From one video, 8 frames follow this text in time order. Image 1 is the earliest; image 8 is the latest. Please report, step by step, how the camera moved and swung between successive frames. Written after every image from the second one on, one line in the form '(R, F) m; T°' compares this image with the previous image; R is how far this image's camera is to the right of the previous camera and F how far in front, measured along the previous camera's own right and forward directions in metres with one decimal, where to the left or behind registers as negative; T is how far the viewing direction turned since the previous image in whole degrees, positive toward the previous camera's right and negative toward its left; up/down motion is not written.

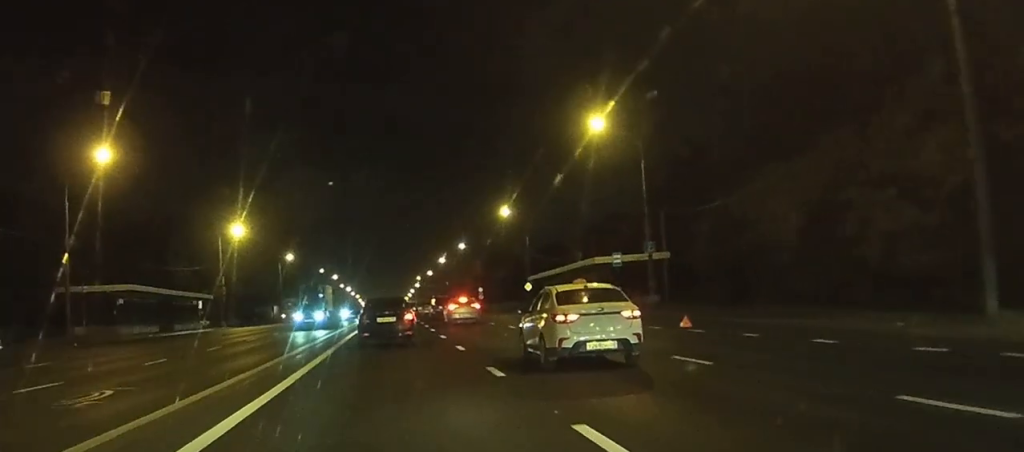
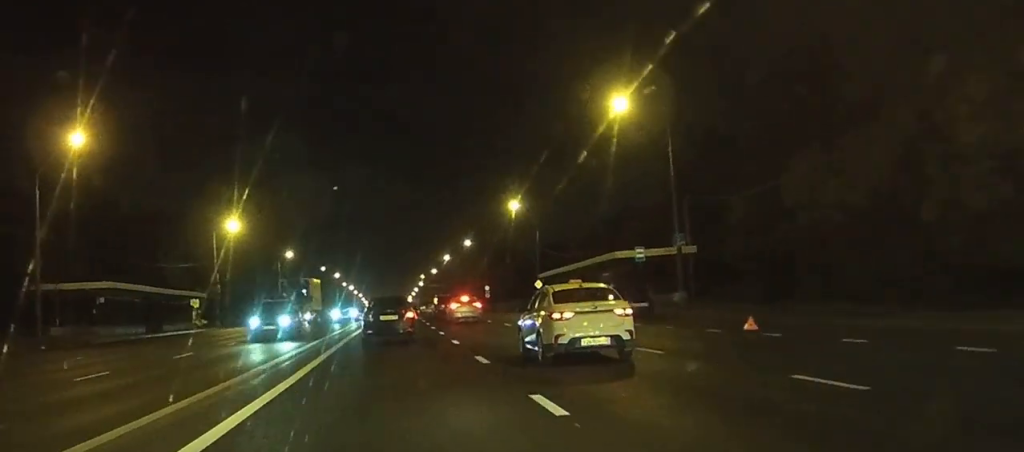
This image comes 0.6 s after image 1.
(0.0, +5.3) m; 0°
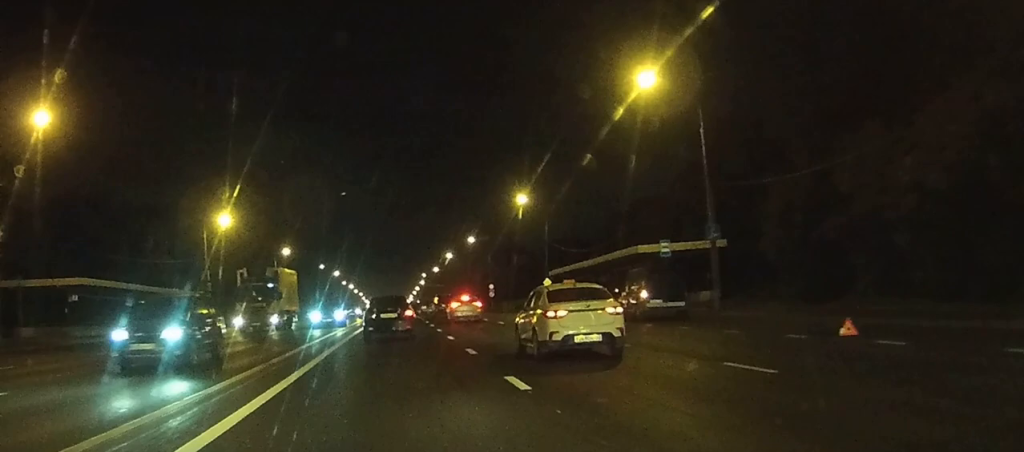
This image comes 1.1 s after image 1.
(0.0, +5.4) m; 0°
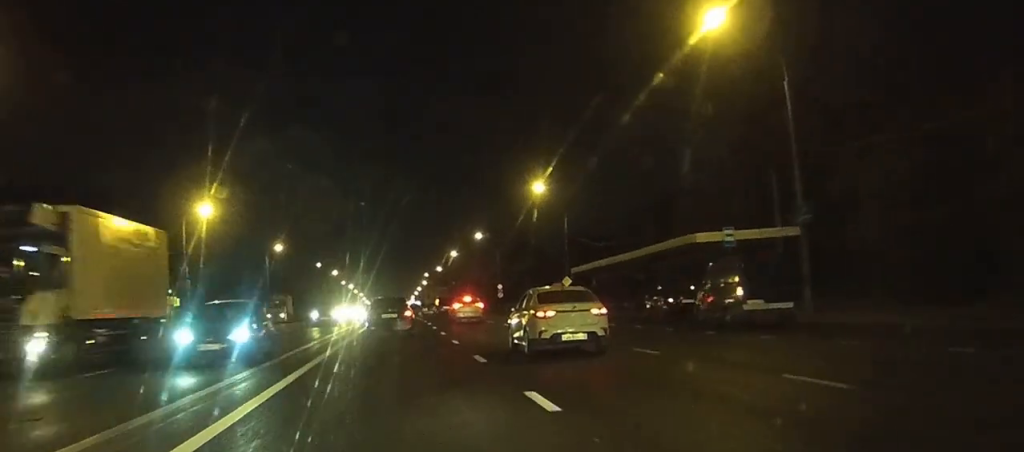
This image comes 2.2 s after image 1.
(0.0, +10.3) m; 0°
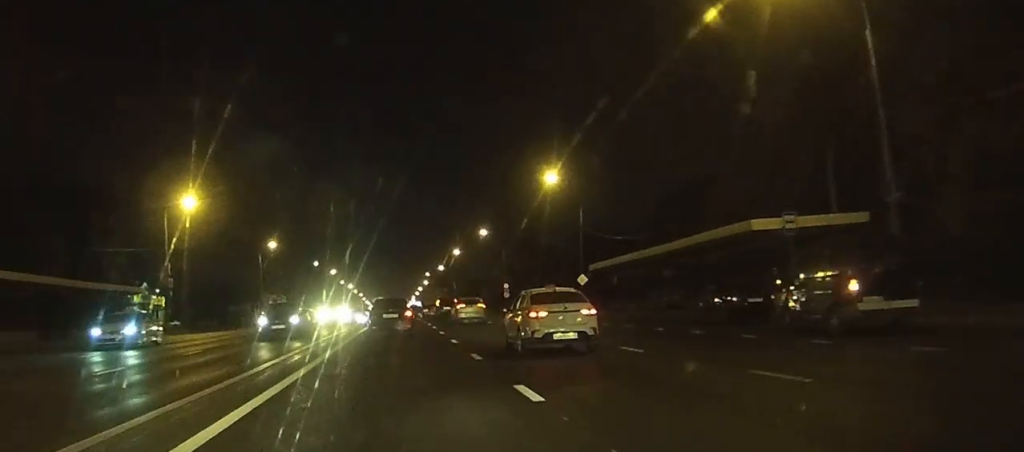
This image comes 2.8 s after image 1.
(0.0, +7.0) m; 0°
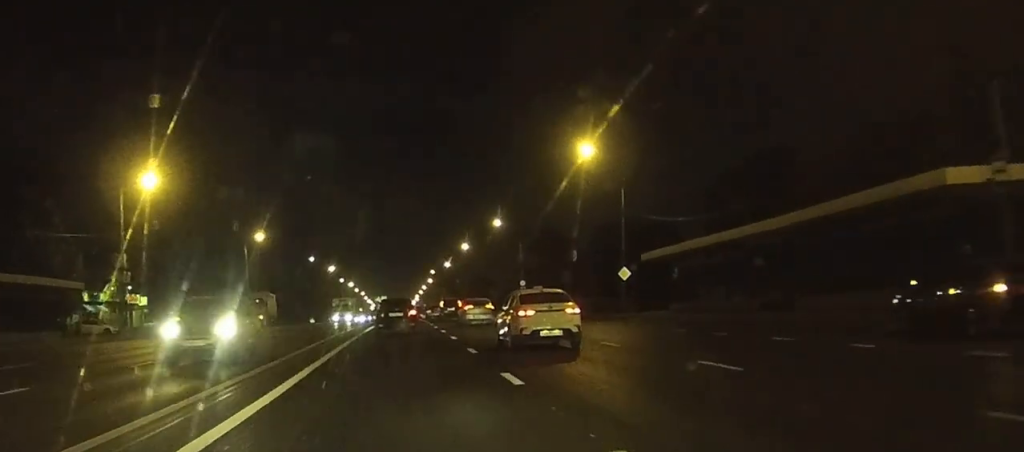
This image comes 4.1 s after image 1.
(-0.1, +13.9) m; -1°
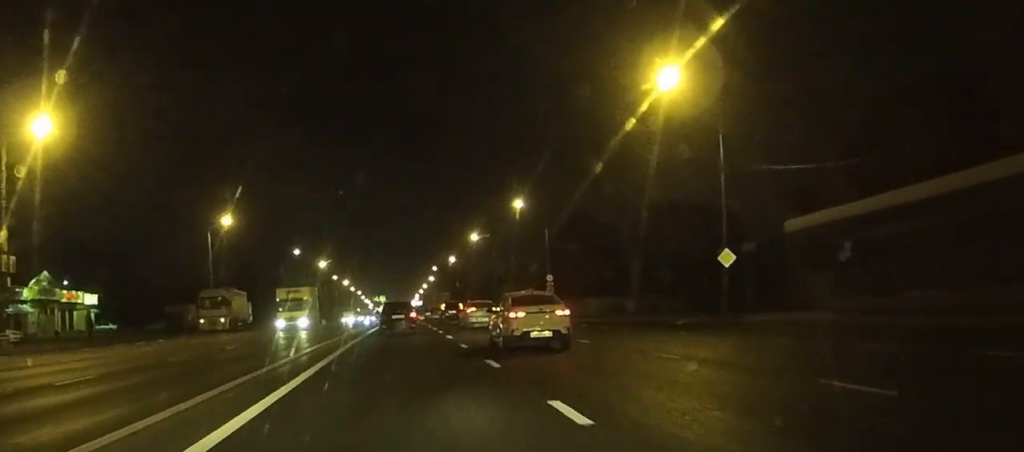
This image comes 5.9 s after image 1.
(0.0, +21.1) m; +1°
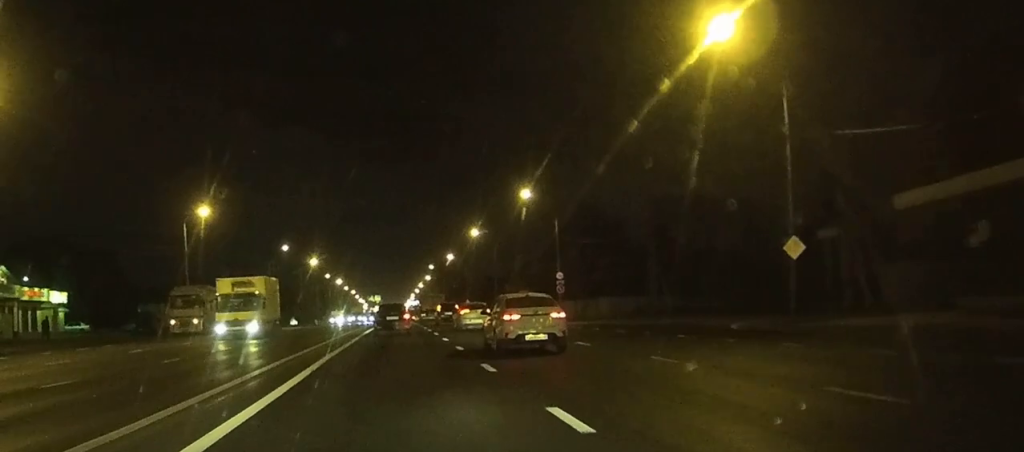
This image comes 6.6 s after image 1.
(0.0, +8.6) m; +1°
